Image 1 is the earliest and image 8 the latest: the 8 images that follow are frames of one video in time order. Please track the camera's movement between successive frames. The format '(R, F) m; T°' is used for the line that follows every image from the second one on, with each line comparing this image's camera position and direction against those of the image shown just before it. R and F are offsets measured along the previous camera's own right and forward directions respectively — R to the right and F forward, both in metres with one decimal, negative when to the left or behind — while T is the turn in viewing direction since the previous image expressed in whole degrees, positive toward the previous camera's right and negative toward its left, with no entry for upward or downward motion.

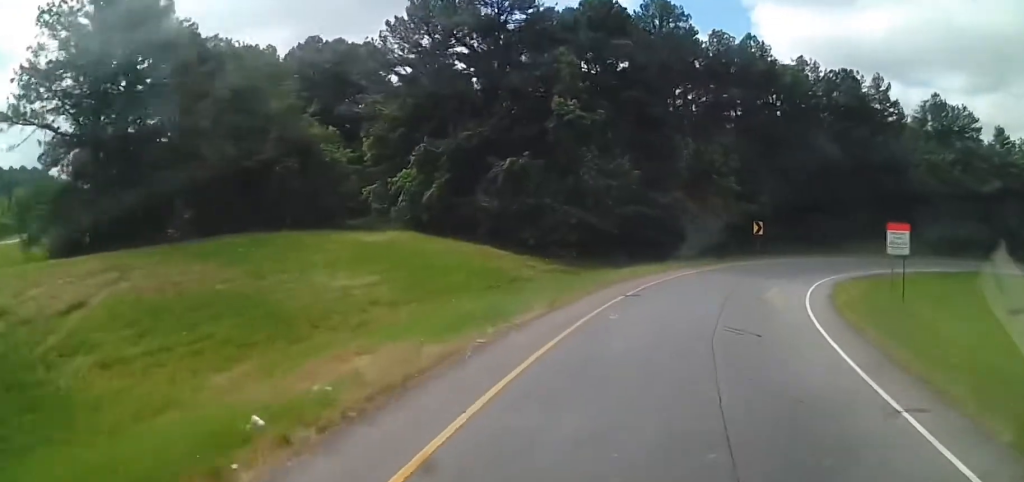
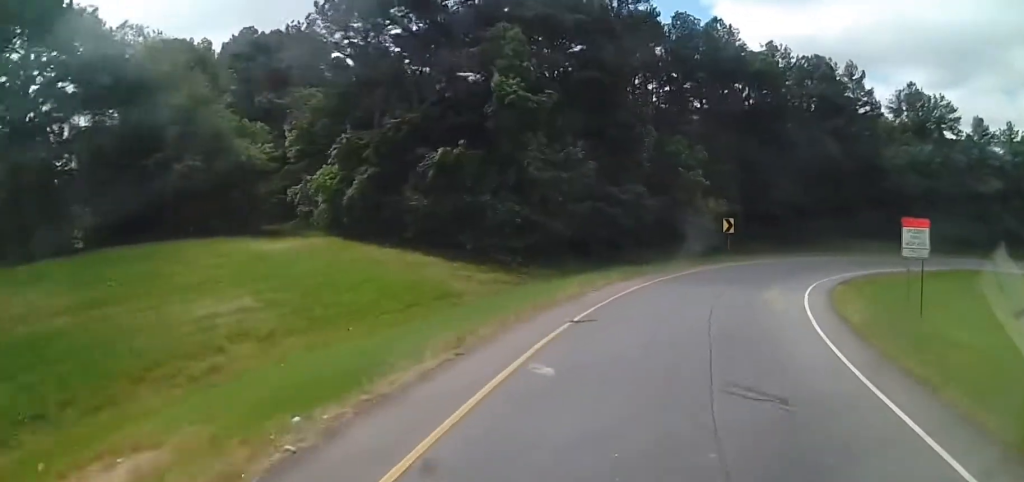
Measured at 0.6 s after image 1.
(+0.1, +5.9) m; +3°
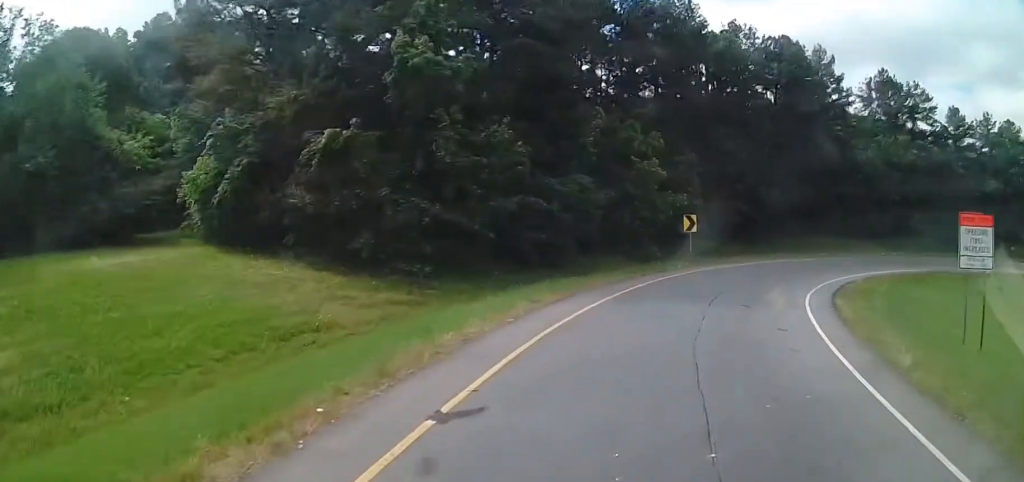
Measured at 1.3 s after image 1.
(0.0, +7.5) m; +5°
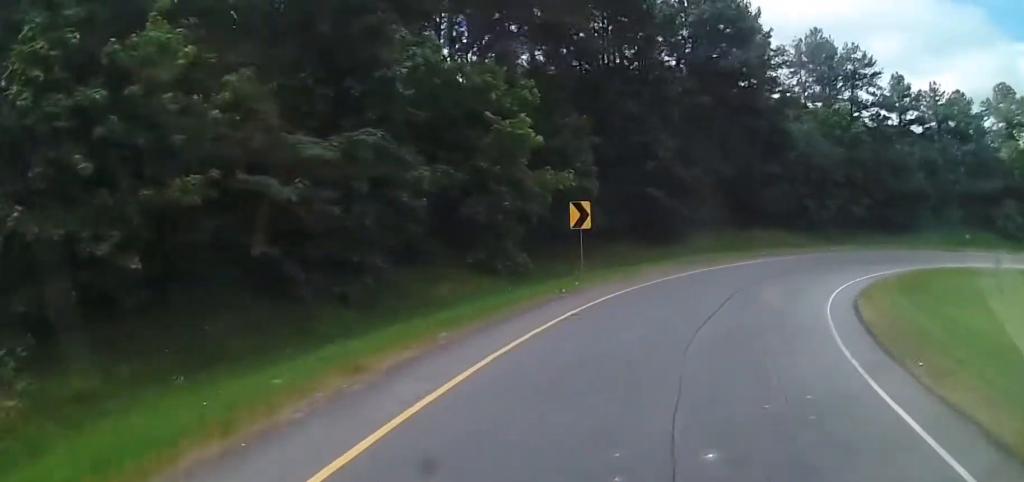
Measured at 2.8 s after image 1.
(+1.7, +16.0) m; +8°
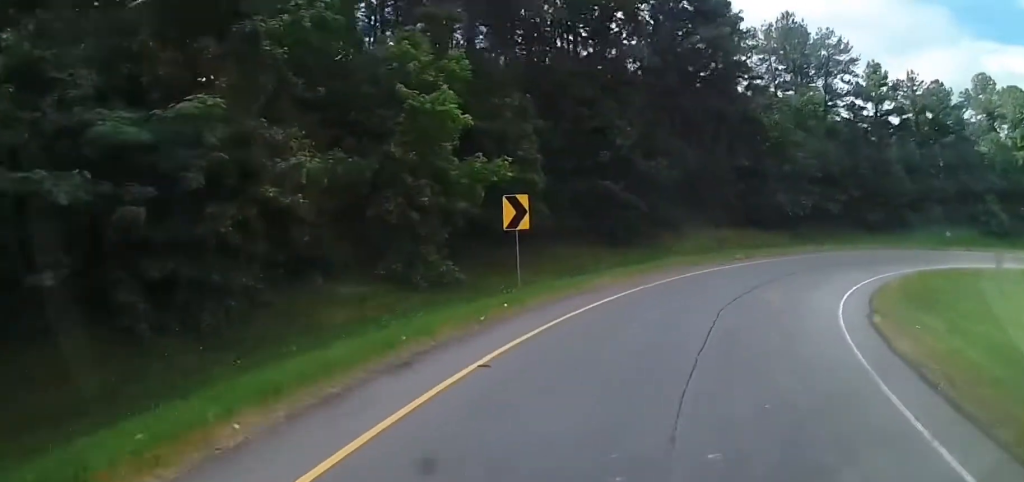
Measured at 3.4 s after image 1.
(-0.1, +5.6) m; +1°
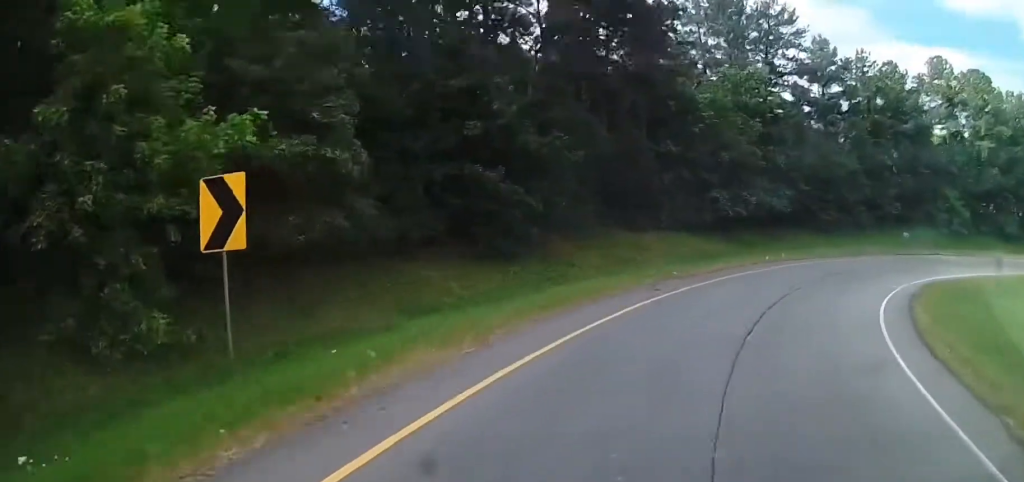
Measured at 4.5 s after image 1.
(+0.6, +11.3) m; +10°
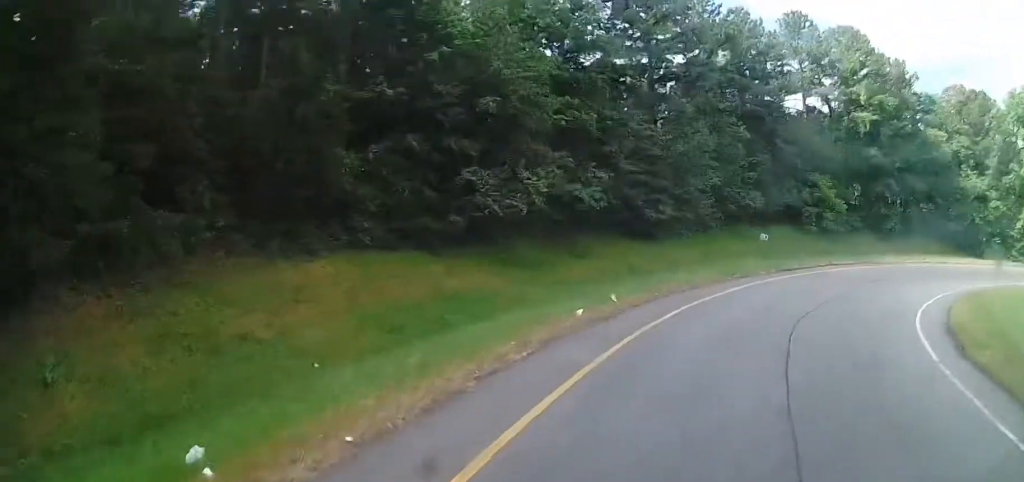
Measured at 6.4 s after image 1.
(+2.4, +20.7) m; +14°
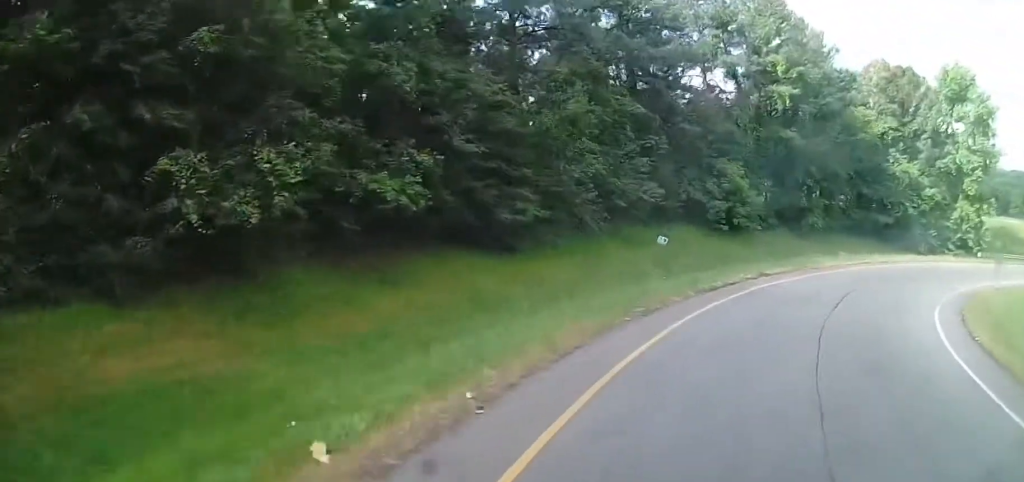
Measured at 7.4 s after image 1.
(+1.4, +11.3) m; +6°
